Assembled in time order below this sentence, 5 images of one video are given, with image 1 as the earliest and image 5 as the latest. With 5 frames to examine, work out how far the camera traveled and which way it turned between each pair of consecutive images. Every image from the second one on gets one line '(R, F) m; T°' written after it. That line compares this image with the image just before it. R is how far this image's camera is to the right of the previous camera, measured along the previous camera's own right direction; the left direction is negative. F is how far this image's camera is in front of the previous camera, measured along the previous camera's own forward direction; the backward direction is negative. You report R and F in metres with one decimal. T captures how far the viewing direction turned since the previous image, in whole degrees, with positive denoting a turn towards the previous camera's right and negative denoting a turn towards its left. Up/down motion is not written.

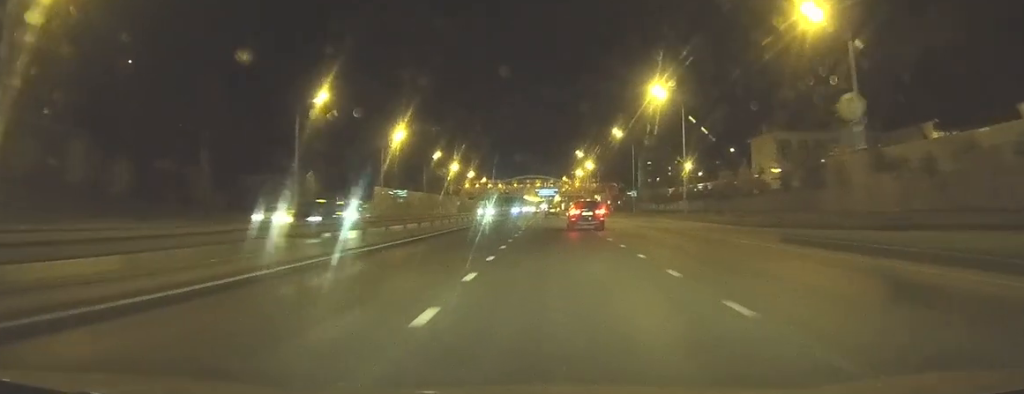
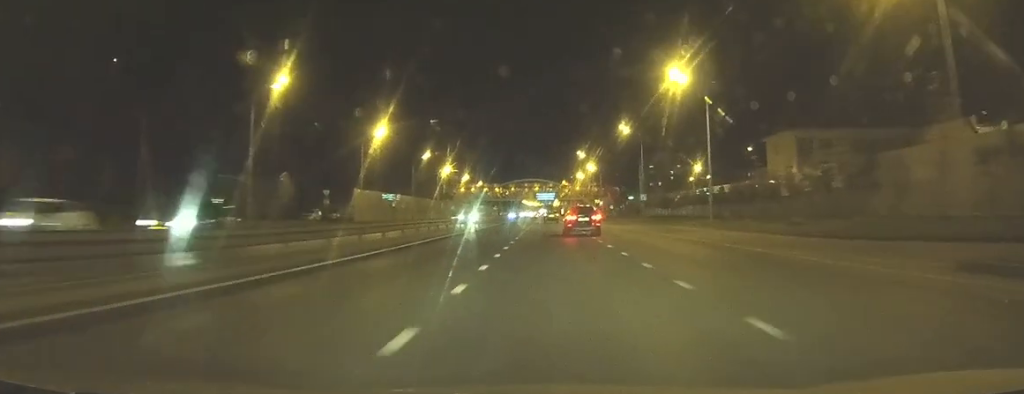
(0.0, +9.0) m; +1°
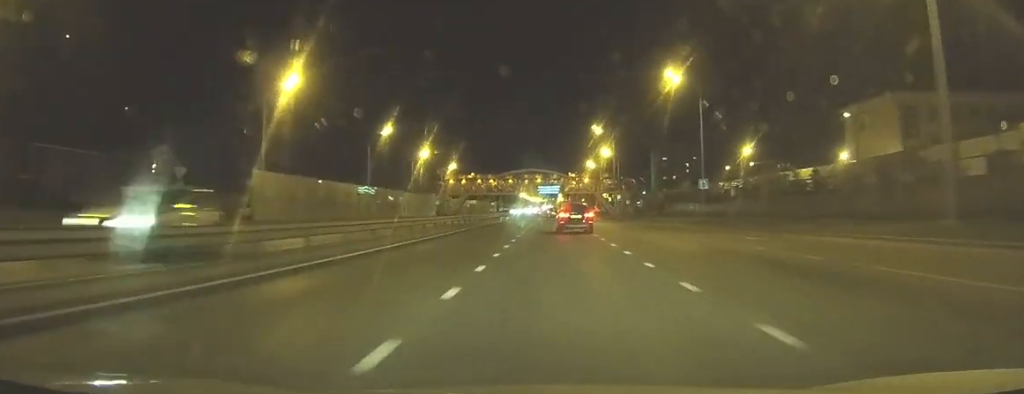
(+0.4, +28.4) m; 0°
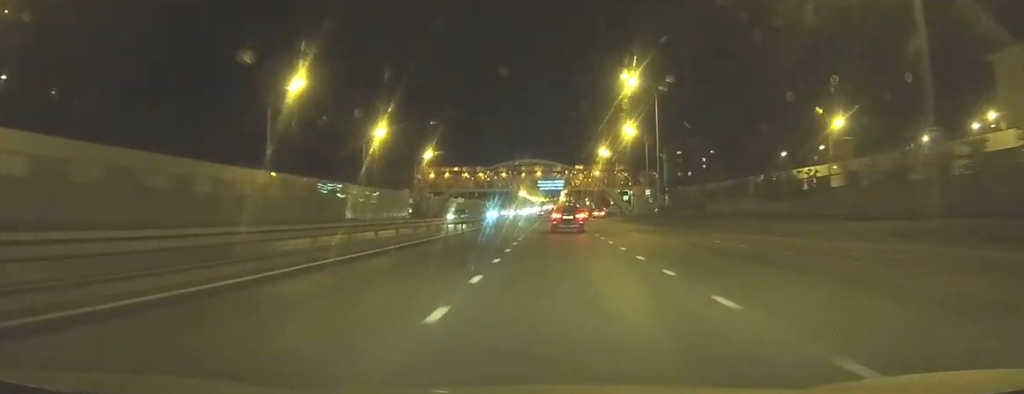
(-0.2, +29.7) m; -1°
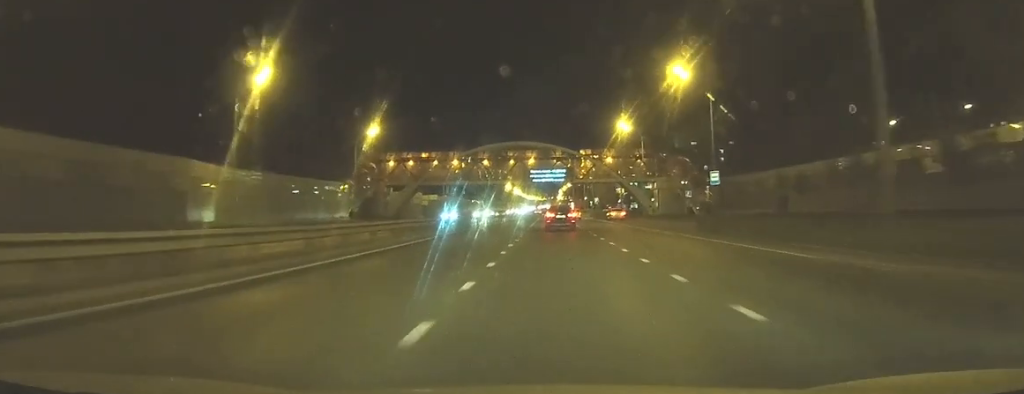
(+0.2, +32.7) m; +1°
